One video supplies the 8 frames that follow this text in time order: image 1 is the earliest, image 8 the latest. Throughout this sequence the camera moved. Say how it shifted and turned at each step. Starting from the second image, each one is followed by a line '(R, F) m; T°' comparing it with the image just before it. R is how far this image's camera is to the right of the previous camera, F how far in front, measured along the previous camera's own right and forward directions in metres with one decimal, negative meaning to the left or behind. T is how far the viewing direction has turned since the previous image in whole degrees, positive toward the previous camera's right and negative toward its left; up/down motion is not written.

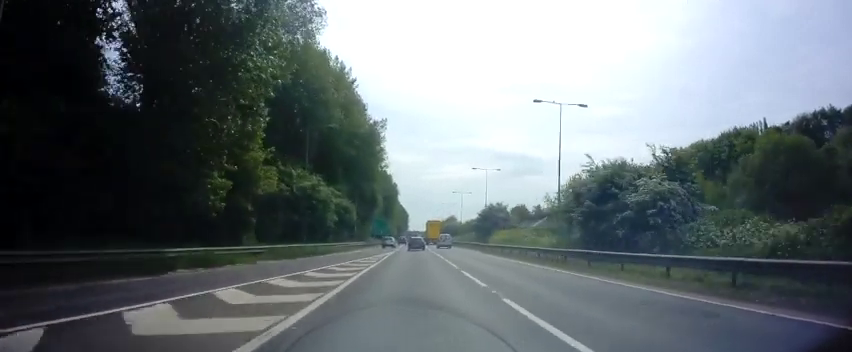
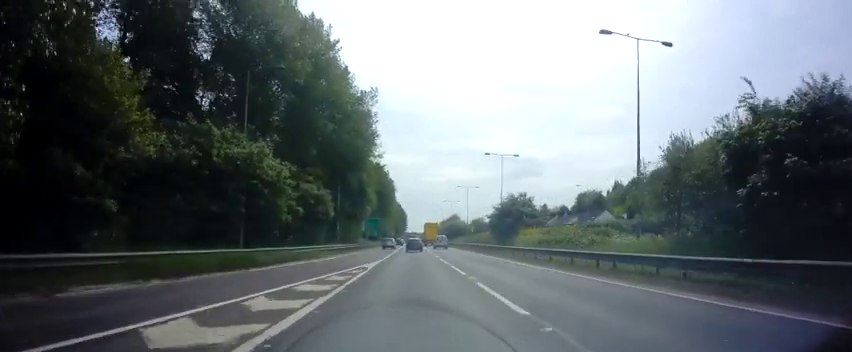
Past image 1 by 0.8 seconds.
(+0.1, +13.7) m; 0°
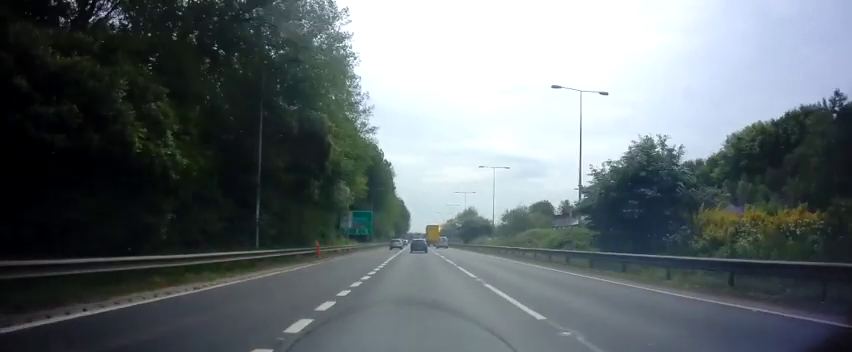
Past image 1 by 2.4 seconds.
(+0.1, +27.3) m; +1°
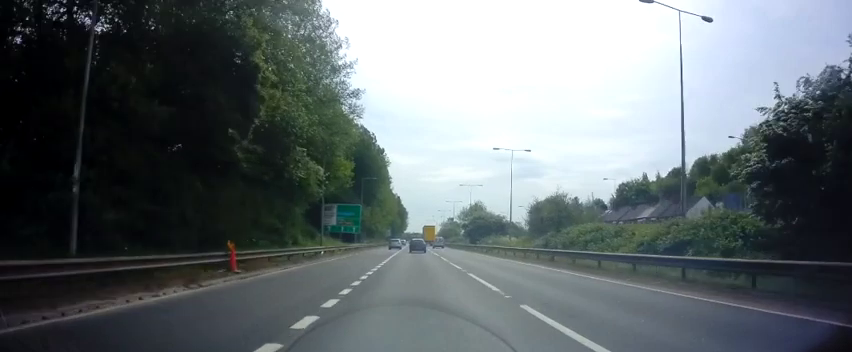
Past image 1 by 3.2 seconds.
(-0.1, +13.6) m; -1°
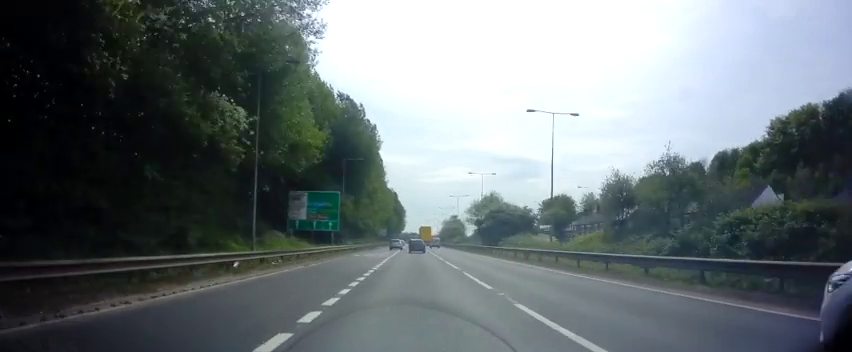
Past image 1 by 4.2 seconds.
(-0.4, +17.0) m; 0°
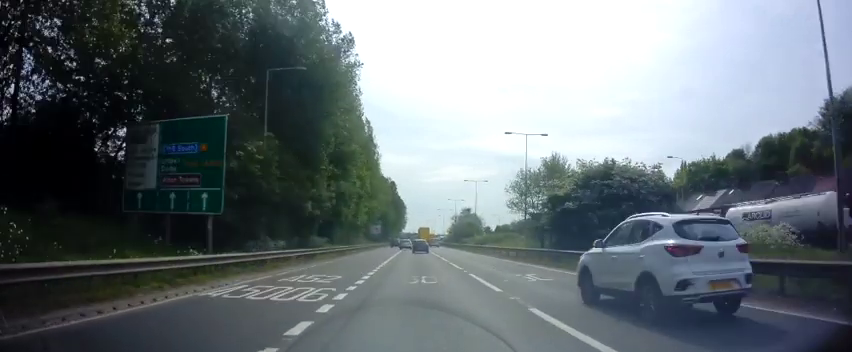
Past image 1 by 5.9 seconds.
(+0.6, +28.7) m; +1°
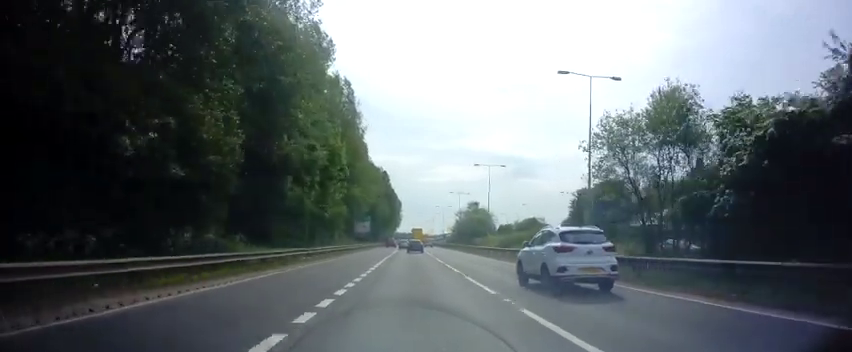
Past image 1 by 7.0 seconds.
(0.0, +18.6) m; 0°
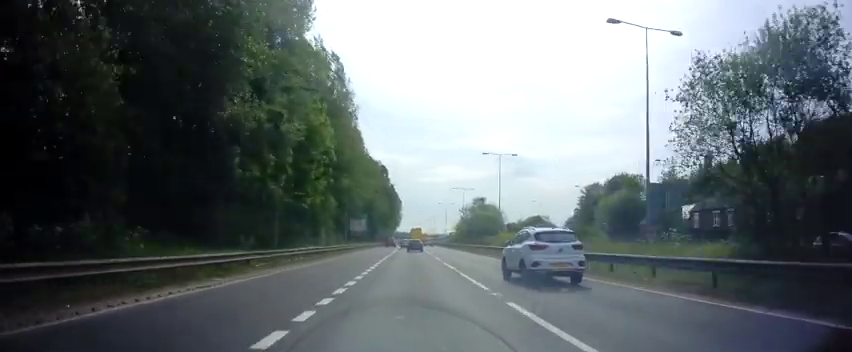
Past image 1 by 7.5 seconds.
(+0.2, +7.9) m; 0°
